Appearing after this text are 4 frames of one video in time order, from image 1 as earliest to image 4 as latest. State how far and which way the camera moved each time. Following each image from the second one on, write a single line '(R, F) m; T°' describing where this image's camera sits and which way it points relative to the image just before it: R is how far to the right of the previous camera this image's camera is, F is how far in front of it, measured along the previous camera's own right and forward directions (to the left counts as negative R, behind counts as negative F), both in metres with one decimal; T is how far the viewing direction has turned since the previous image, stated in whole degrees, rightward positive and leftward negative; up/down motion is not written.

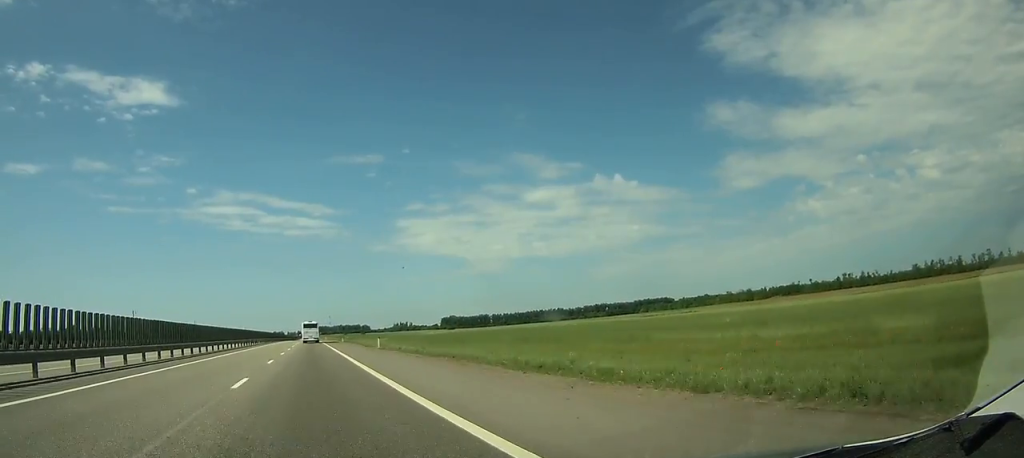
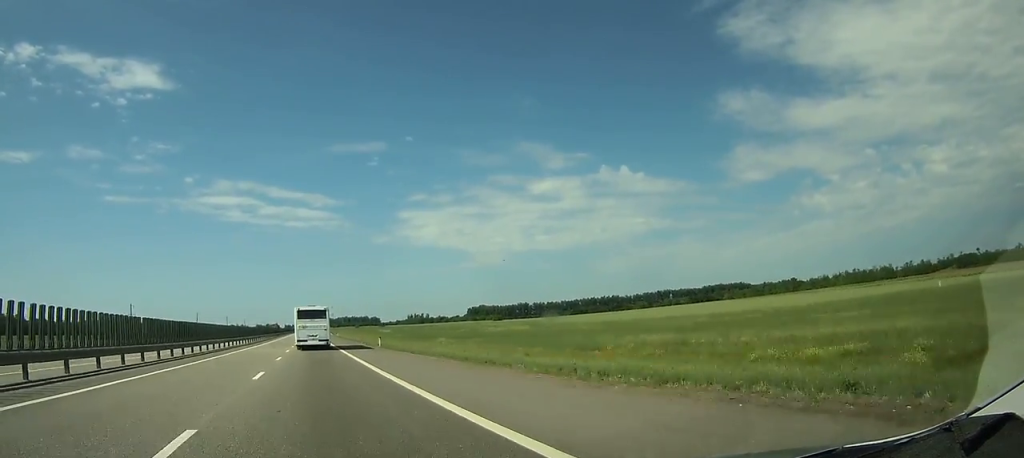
(-0.5, +249.9) m; 0°
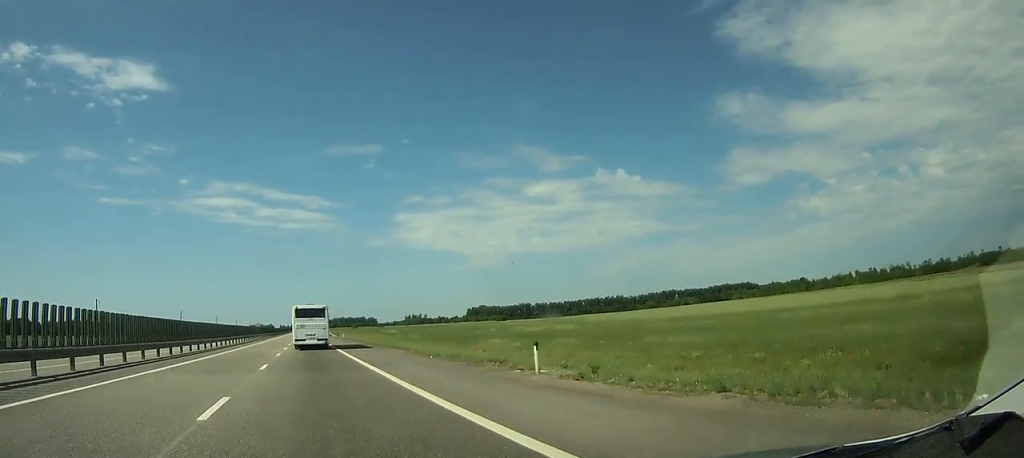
(0.0, +32.2) m; 0°
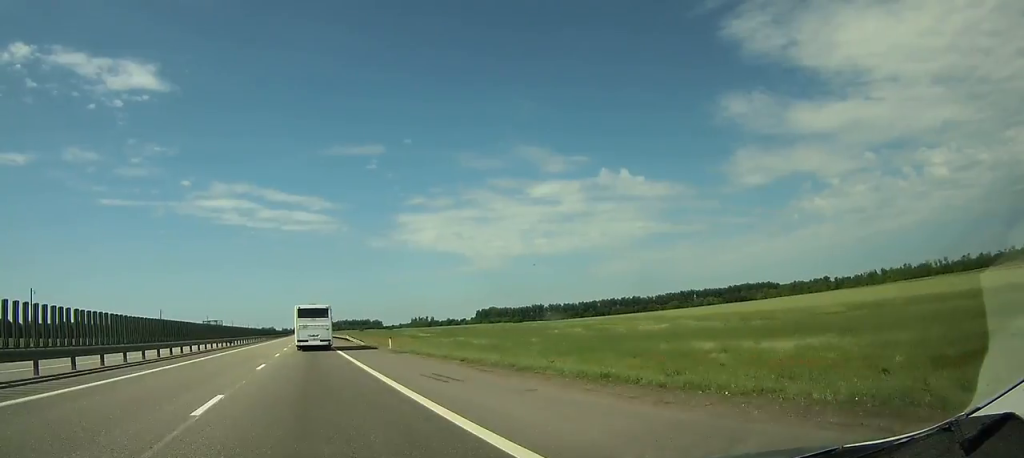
(0.0, +48.8) m; 0°
